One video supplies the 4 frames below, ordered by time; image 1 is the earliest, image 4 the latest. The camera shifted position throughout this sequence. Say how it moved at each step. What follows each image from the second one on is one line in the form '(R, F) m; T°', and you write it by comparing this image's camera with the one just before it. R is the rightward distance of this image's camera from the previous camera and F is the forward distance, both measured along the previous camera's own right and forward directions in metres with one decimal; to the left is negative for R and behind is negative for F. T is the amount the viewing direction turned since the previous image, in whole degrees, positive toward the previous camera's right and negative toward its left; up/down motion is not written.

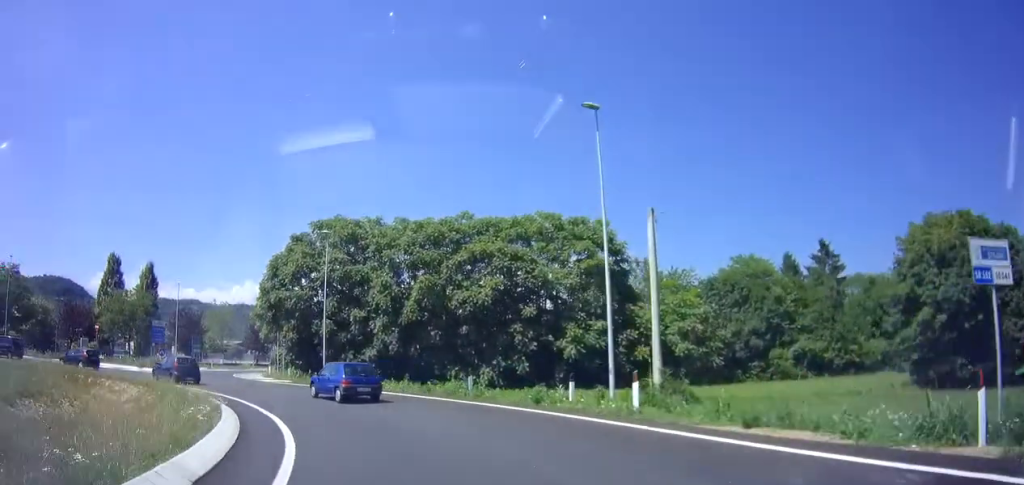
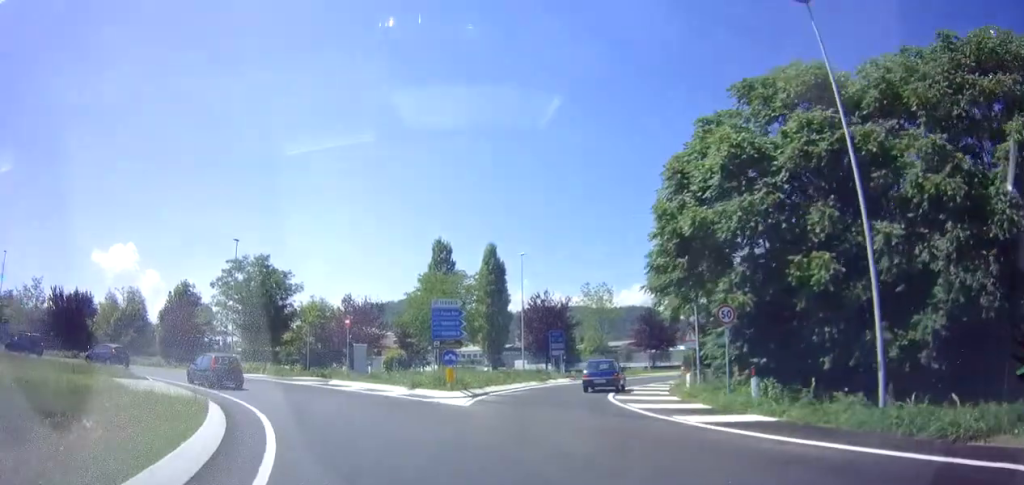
(-7.6, +20.2) m; -43°
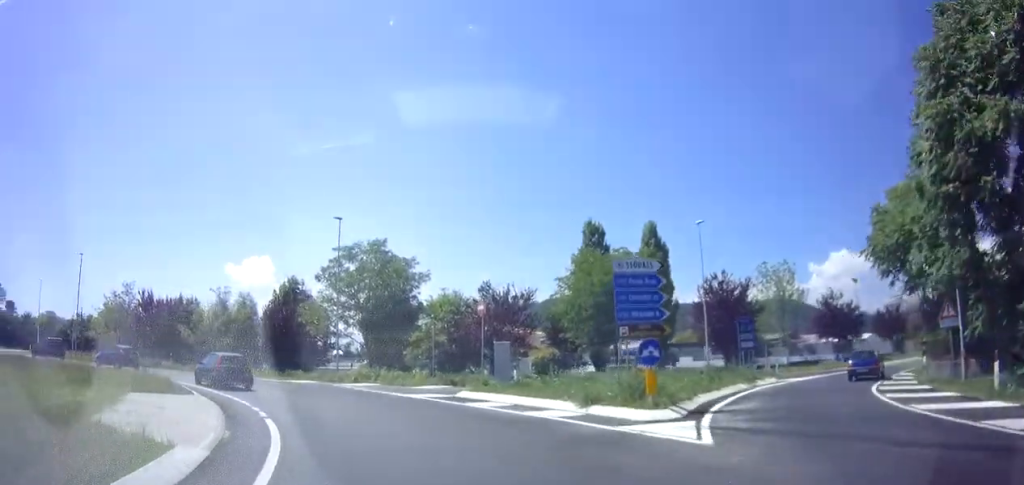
(-0.9, +8.3) m; -15°
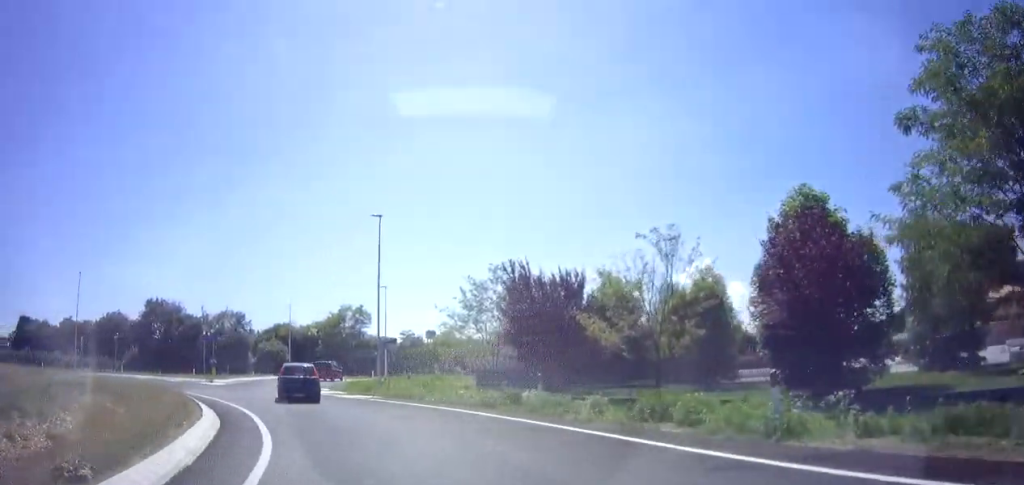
(-9.7, +22.1) m; -48°
